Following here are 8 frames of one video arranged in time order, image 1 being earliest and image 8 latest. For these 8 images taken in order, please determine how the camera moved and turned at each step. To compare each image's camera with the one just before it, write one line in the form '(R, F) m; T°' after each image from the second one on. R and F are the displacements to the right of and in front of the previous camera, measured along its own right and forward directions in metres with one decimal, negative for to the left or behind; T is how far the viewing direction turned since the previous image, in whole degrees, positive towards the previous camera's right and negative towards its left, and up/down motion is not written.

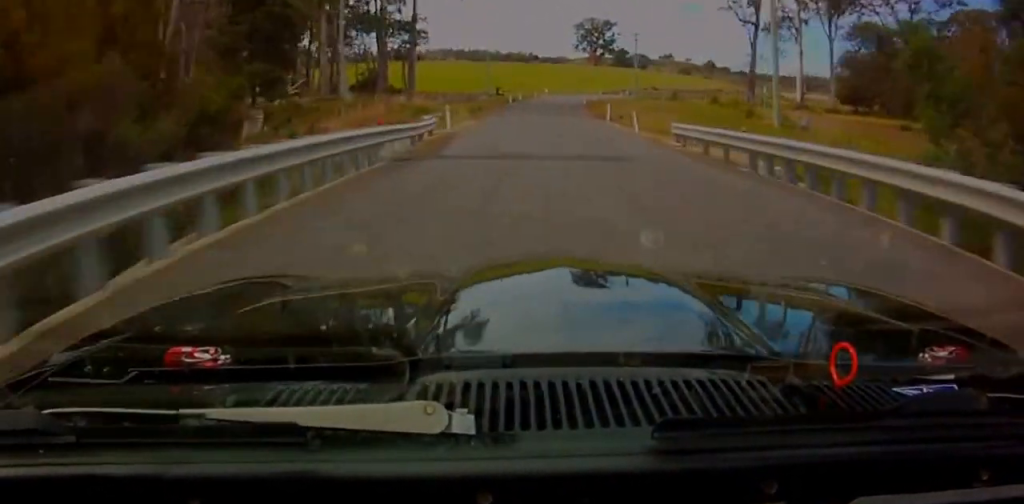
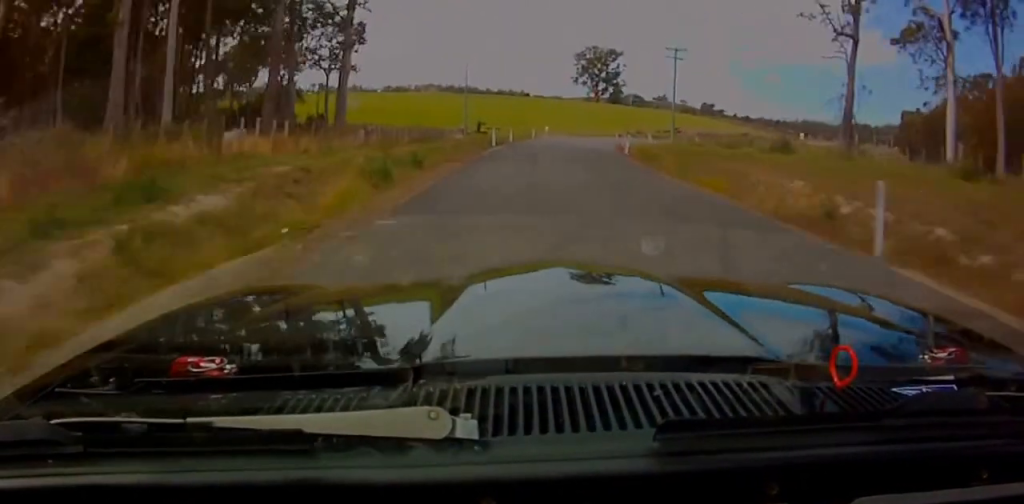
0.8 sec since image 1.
(-4.0, +29.7) m; -5°
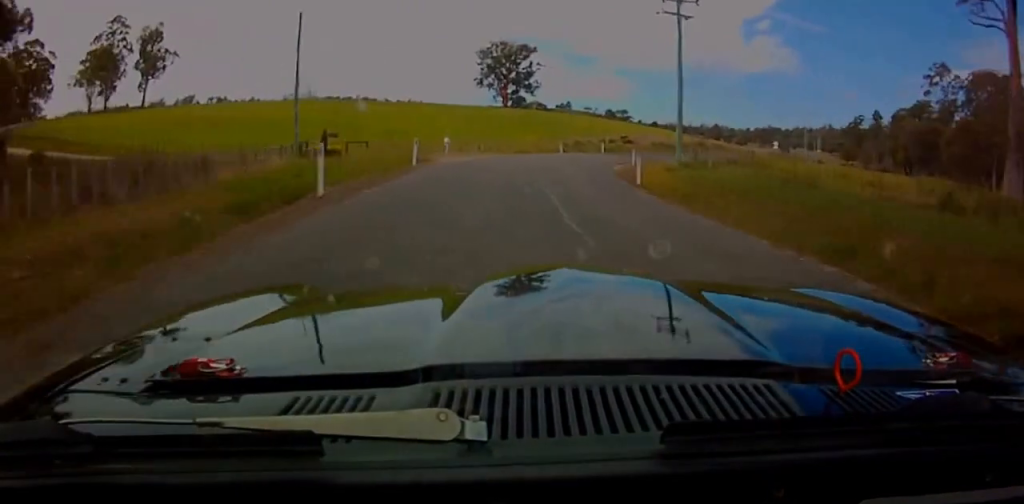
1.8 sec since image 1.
(+0.8, +33.7) m; +15°
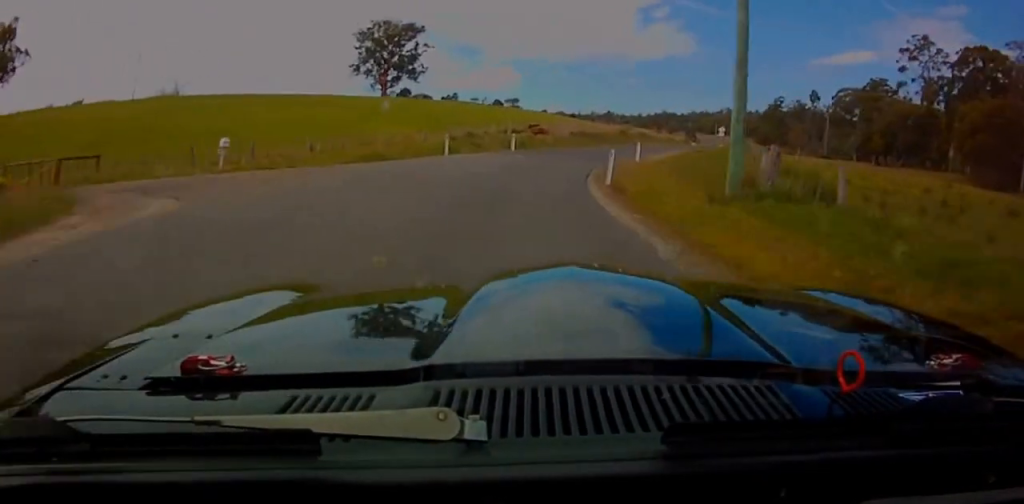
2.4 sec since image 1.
(+5.7, +22.5) m; +10°
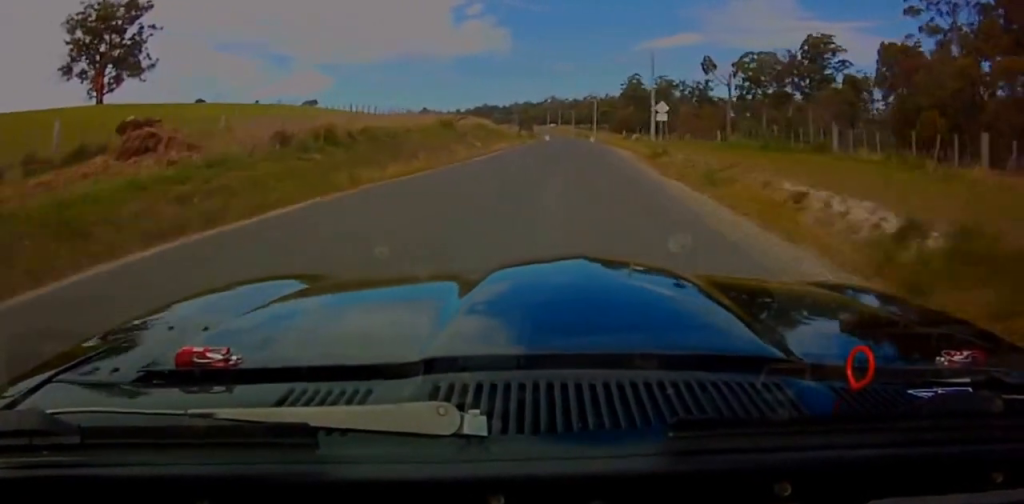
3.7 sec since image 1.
(+3.7, +46.7) m; +5°
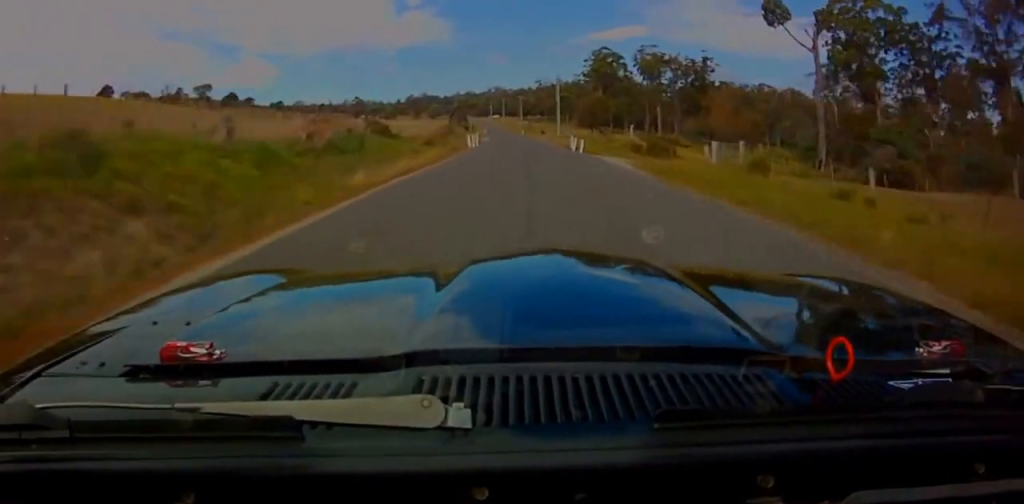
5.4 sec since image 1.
(0.0, +64.2) m; 0°
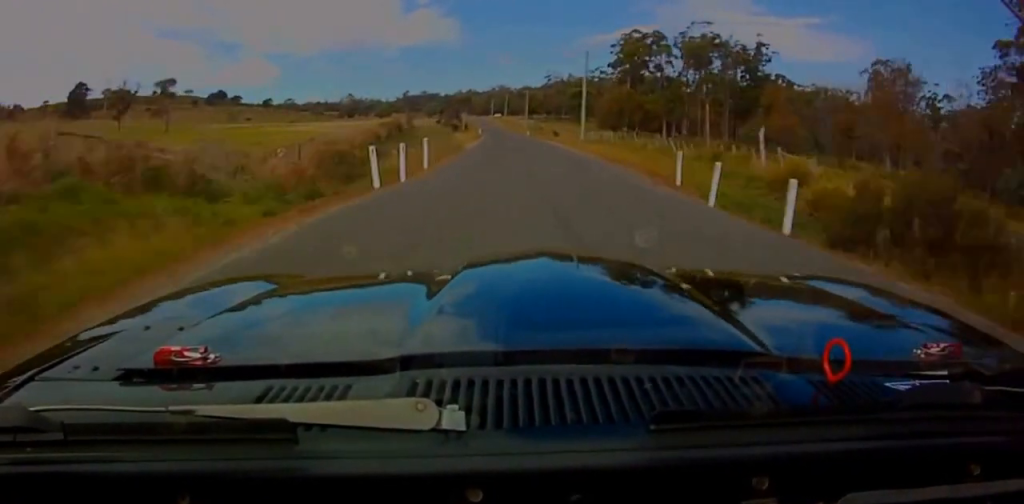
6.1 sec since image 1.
(0.0, +32.3) m; 0°
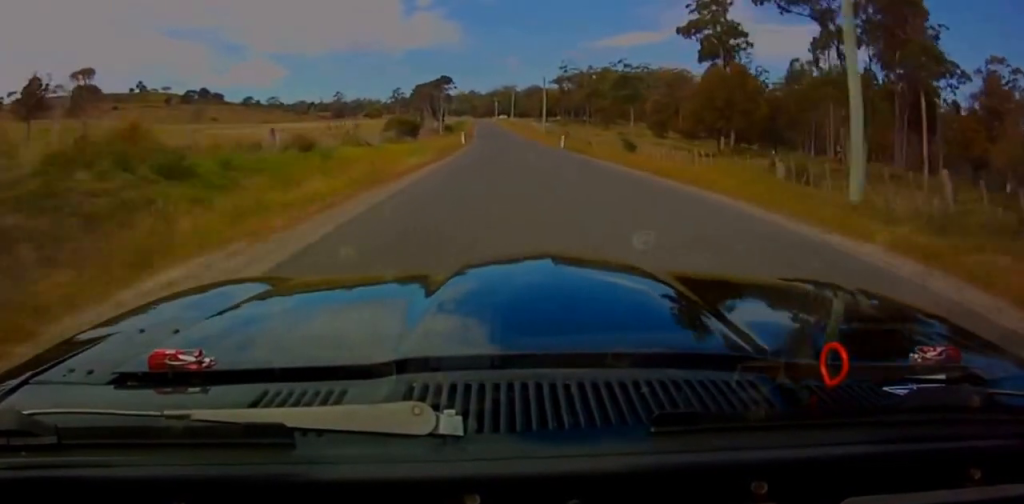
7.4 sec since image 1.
(0.0, +56.5) m; 0°
